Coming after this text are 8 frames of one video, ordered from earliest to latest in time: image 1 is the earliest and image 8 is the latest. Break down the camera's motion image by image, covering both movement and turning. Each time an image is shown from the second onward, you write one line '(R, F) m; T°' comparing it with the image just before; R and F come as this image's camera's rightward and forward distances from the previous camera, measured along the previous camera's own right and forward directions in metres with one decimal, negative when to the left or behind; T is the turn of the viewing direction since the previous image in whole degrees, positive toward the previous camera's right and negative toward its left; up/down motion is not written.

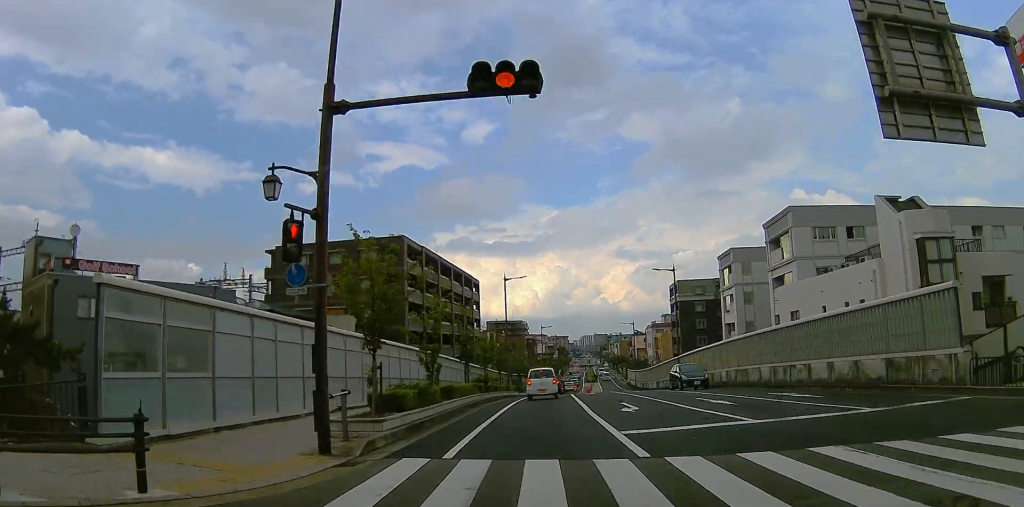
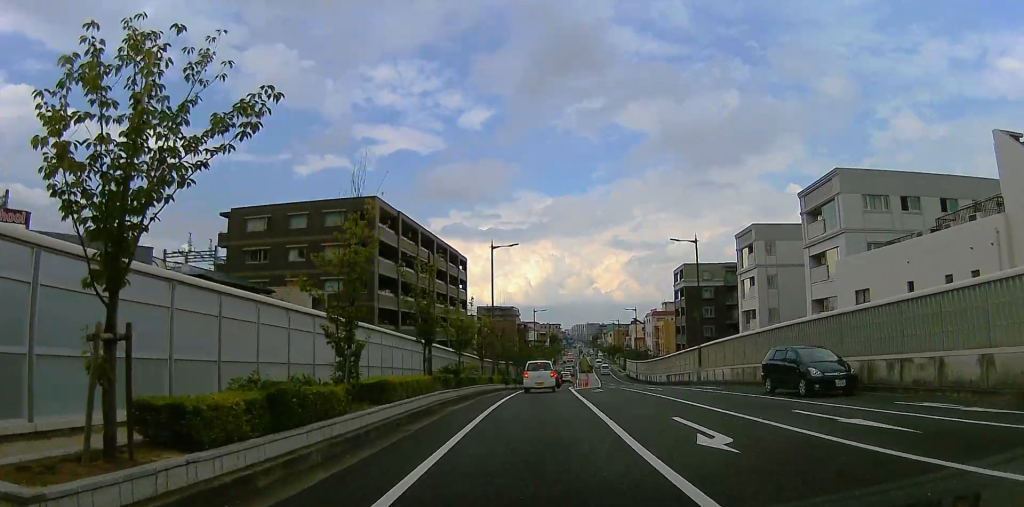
(0.0, +9.0) m; 0°
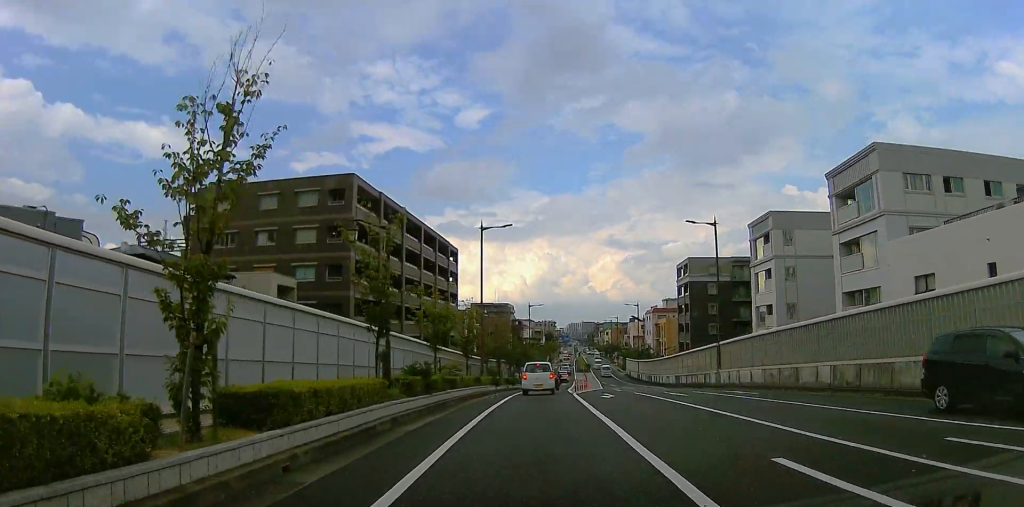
(0.0, +5.6) m; 0°
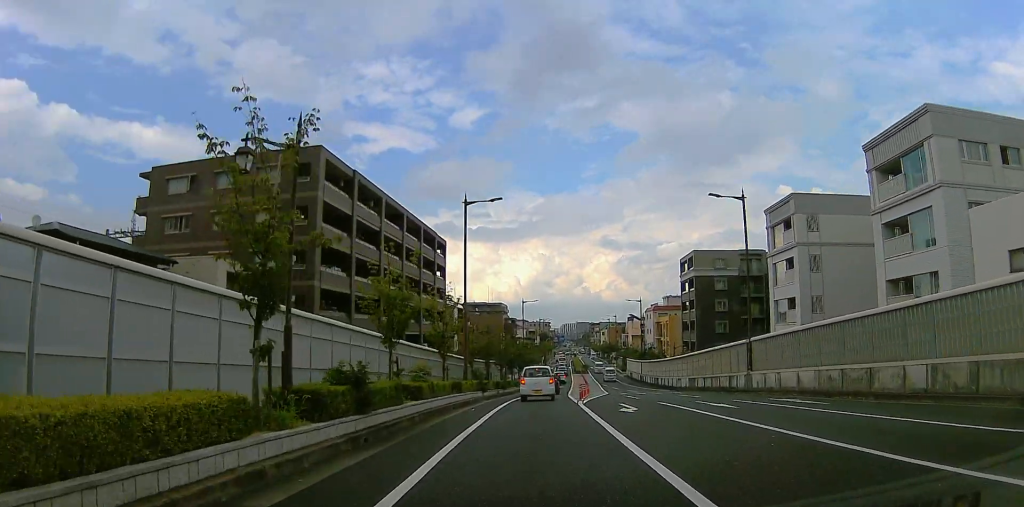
(0.0, +6.2) m; 0°
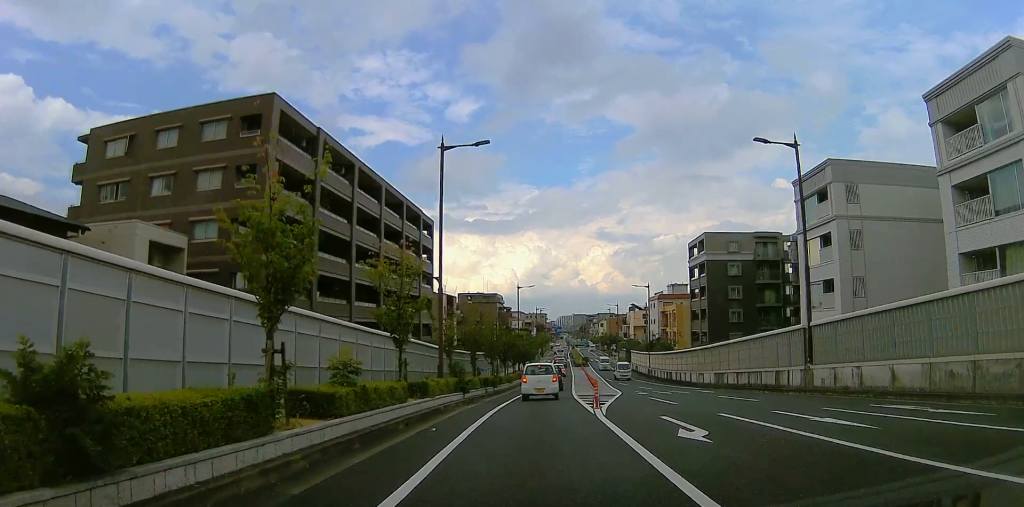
(0.0, +7.3) m; +2°
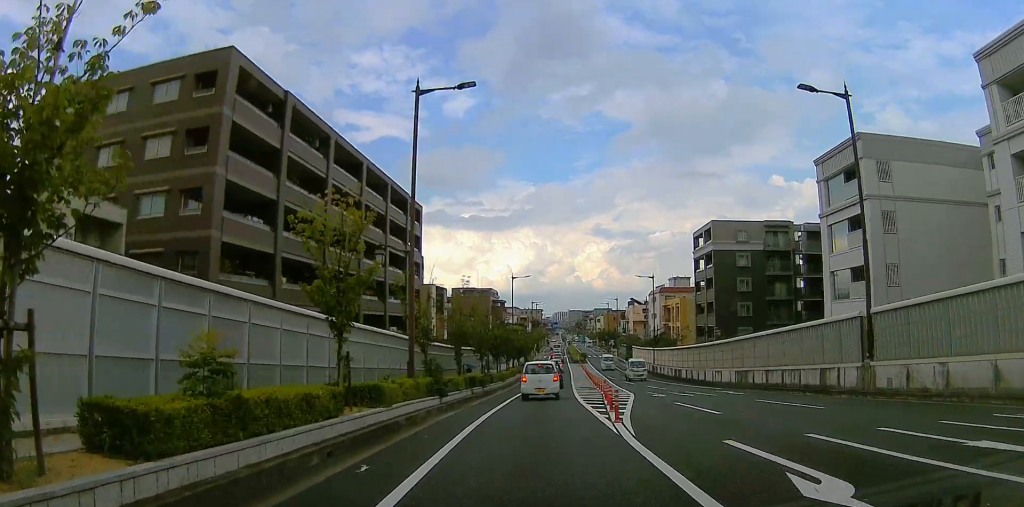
(-0.1, +5.0) m; +2°
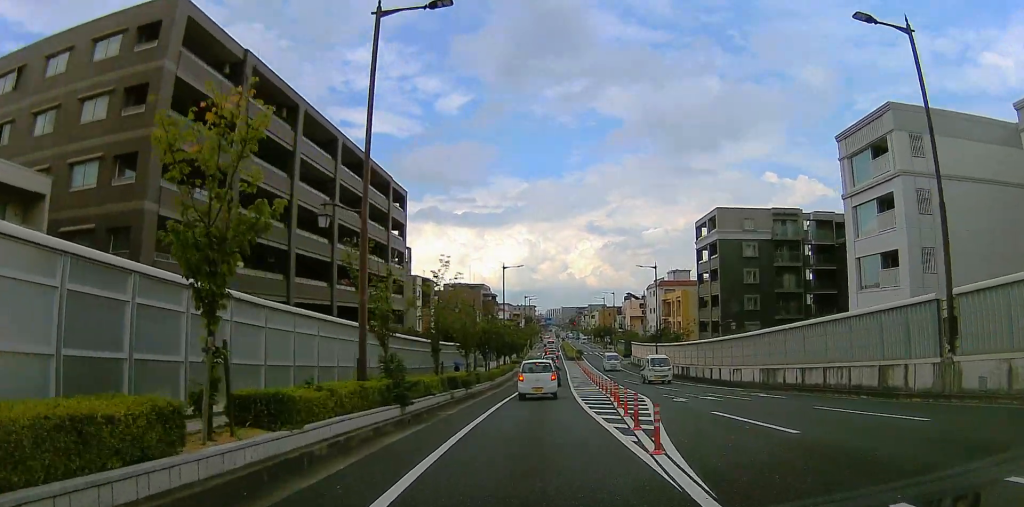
(+0.2, +5.0) m; +2°
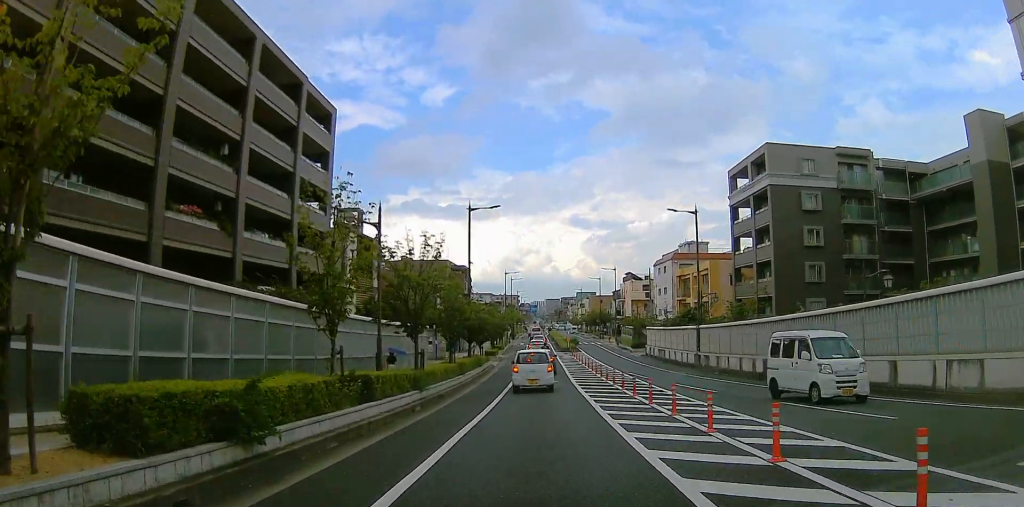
(+0.6, +20.7) m; +2°
